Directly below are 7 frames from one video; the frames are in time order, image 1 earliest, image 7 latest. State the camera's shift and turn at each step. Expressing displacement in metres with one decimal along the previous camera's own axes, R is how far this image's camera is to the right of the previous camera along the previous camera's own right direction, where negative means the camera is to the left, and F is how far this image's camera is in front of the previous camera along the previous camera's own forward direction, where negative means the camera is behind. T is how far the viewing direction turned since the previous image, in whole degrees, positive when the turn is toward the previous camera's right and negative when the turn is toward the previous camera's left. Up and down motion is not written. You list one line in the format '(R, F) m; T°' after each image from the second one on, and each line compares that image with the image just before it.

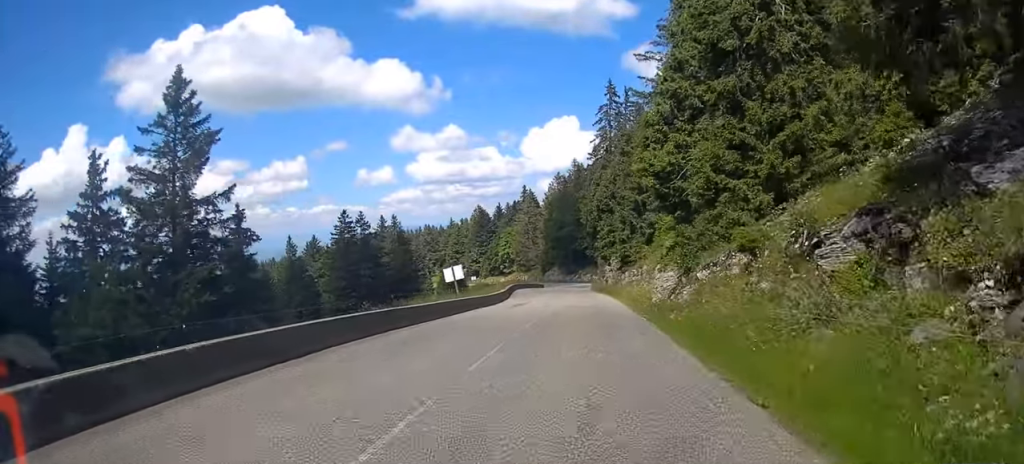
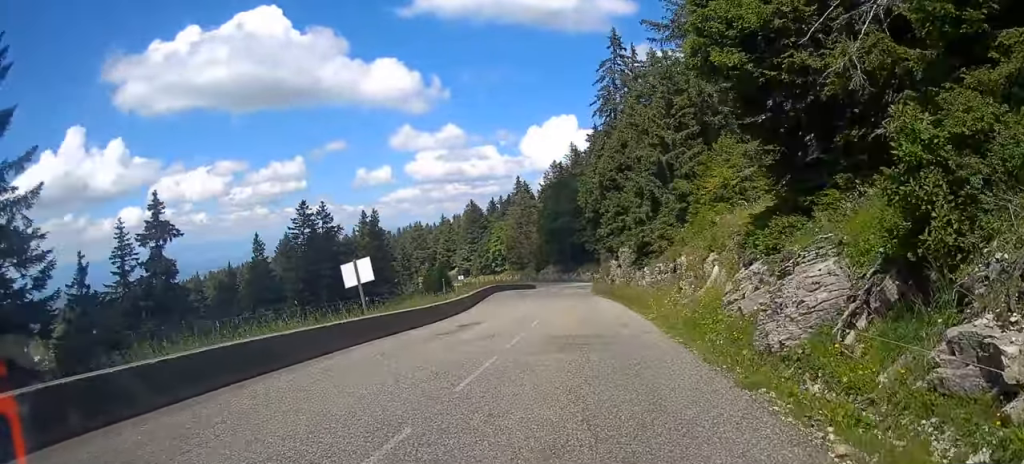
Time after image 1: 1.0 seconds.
(-0.2, +14.4) m; -2°
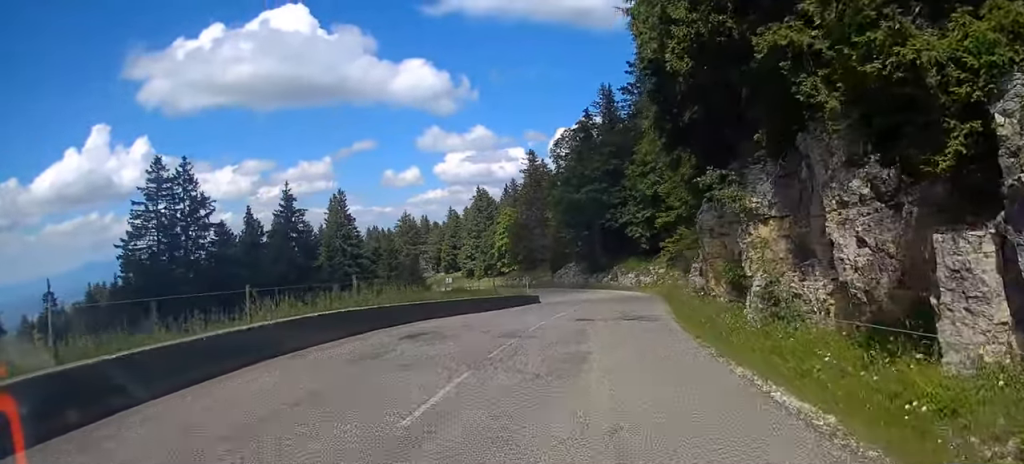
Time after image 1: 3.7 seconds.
(-0.5, +37.2) m; 0°
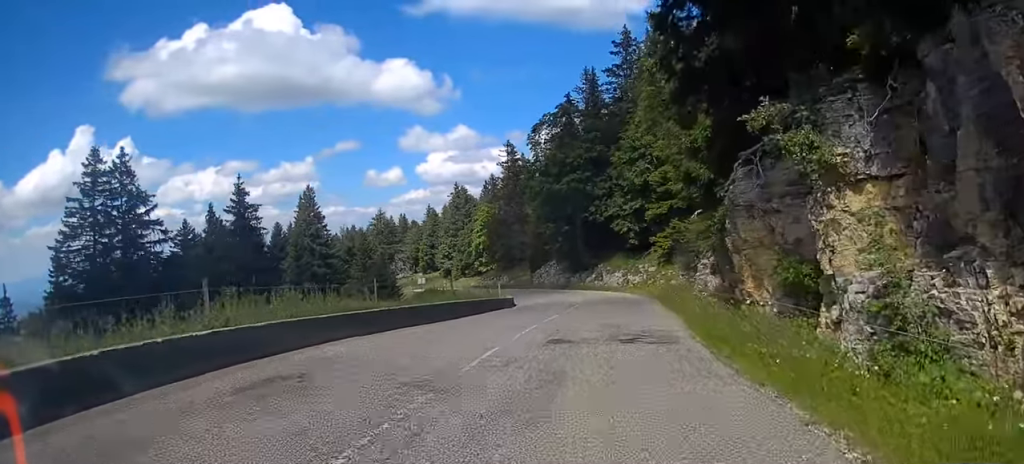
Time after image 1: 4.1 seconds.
(-0.1, +6.4) m; +1°
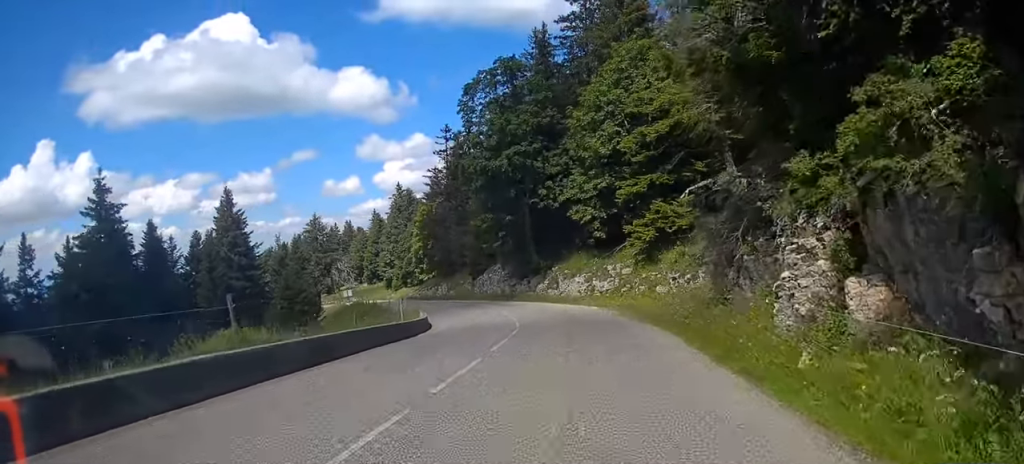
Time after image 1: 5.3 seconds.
(+0.3, +14.6) m; +1°
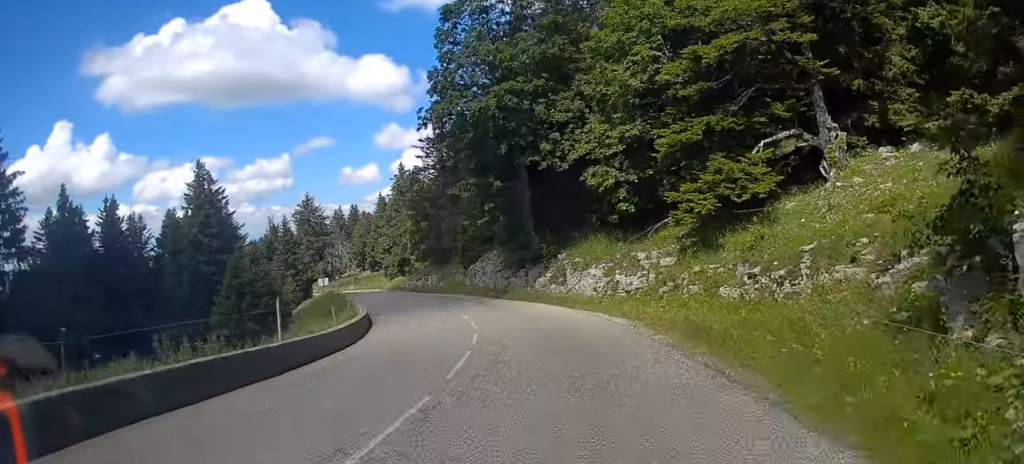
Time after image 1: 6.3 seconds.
(-0.1, +12.6) m; -3°
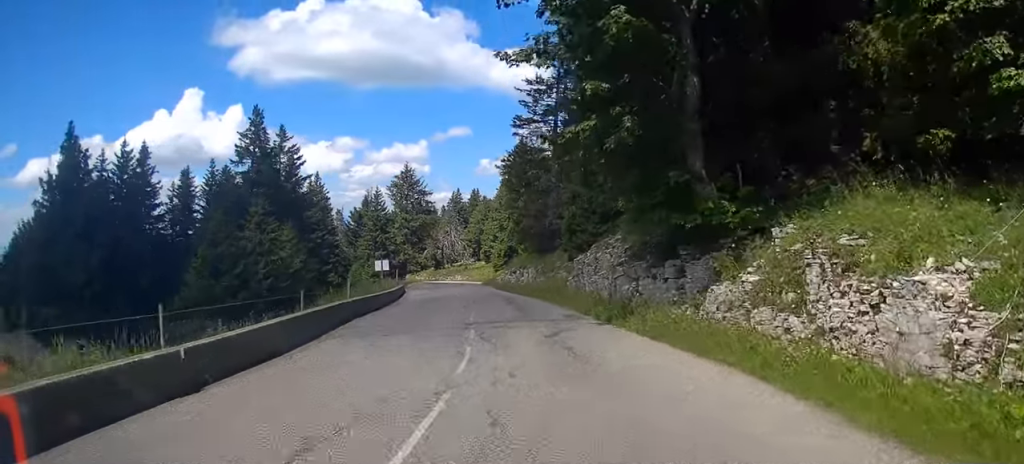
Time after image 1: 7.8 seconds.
(-1.6, +19.6) m; -9°
